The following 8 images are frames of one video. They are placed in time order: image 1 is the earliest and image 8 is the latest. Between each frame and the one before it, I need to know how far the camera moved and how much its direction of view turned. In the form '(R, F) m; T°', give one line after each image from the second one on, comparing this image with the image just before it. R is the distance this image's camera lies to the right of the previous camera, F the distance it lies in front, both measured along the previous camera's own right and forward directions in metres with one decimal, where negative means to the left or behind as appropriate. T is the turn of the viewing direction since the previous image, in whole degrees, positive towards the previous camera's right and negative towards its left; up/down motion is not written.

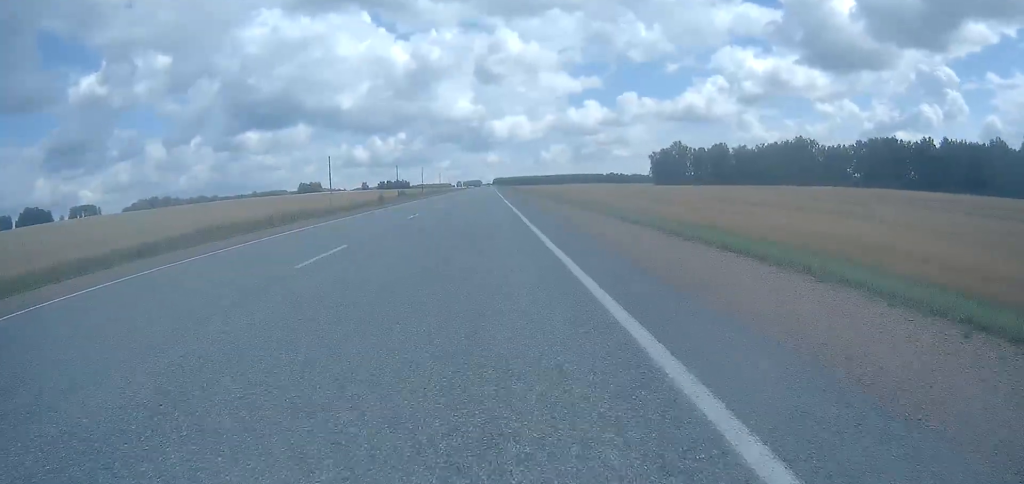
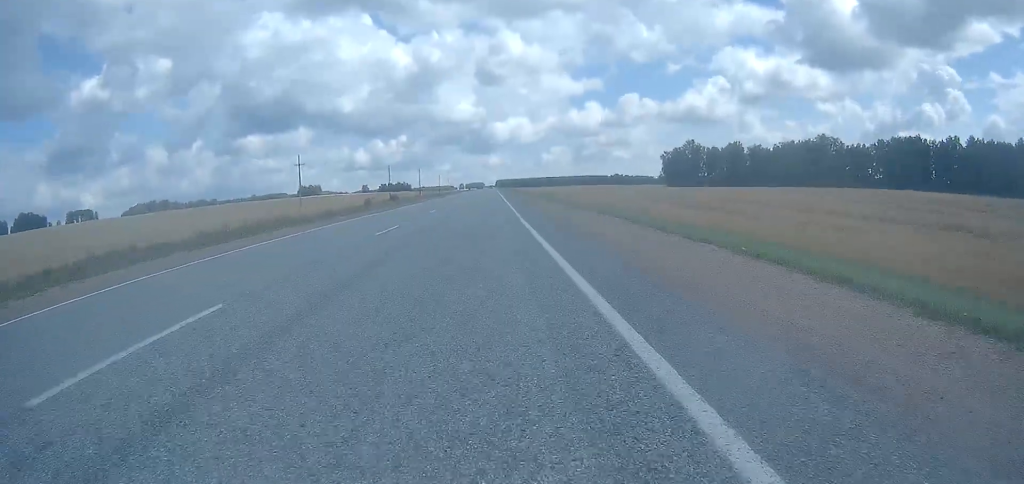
(0.0, +16.9) m; 0°
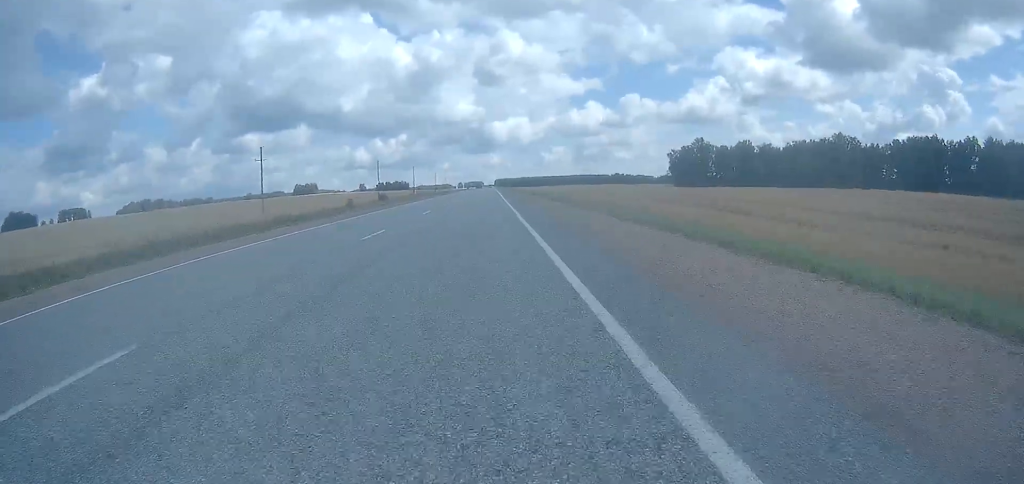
(0.0, +13.4) m; 0°
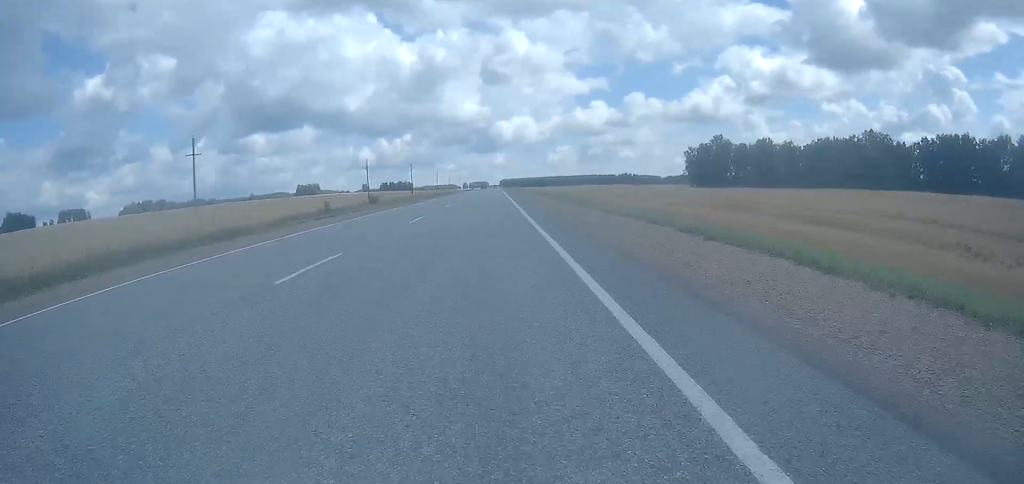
(0.0, +17.6) m; 0°
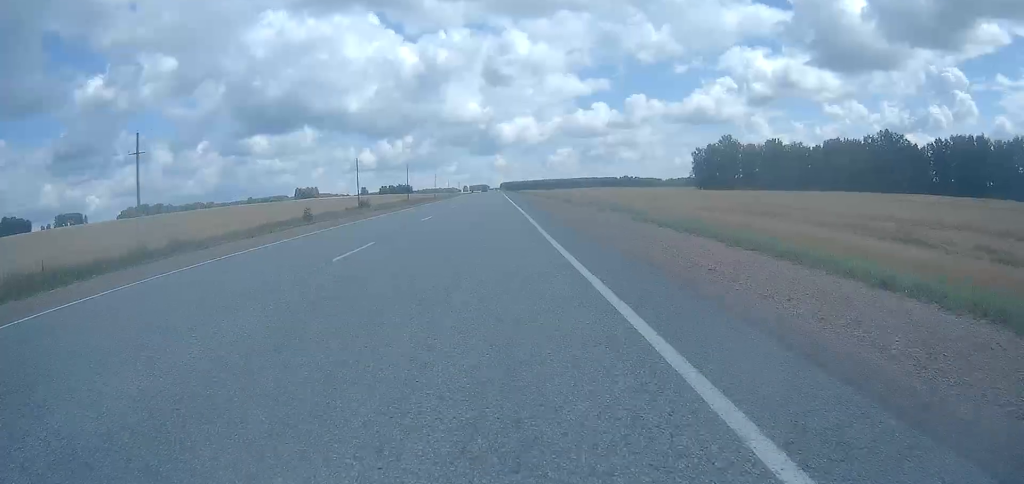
(0.0, +9.2) m; 0°
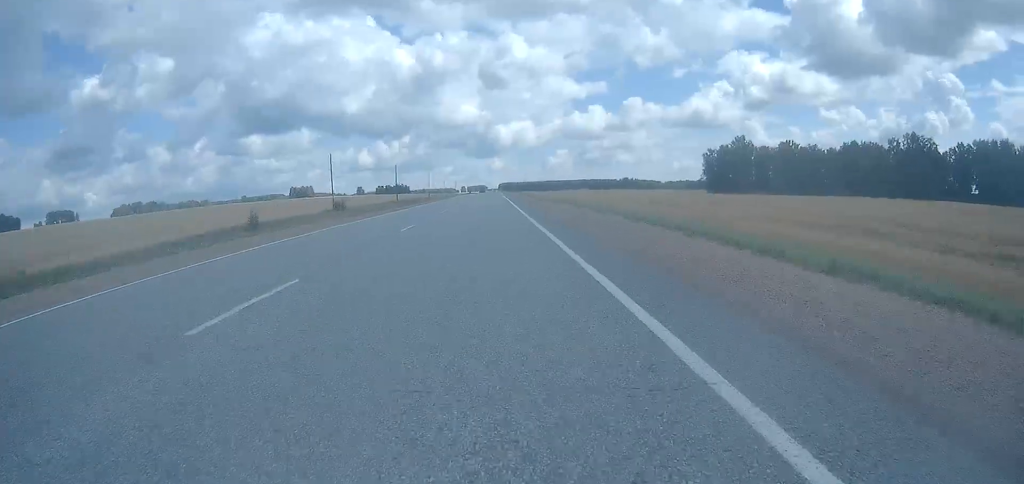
(0.0, +16.8) m; 0°
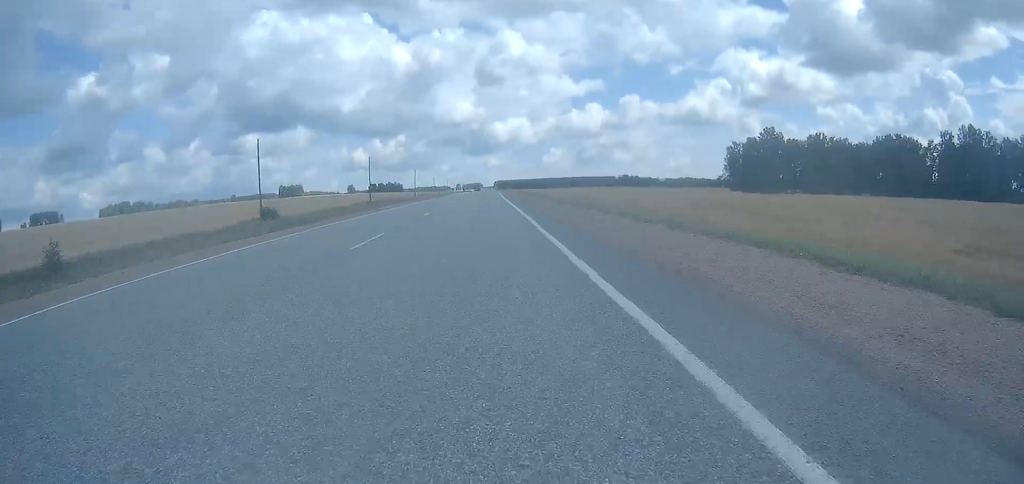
(+0.1, +28.4) m; 0°
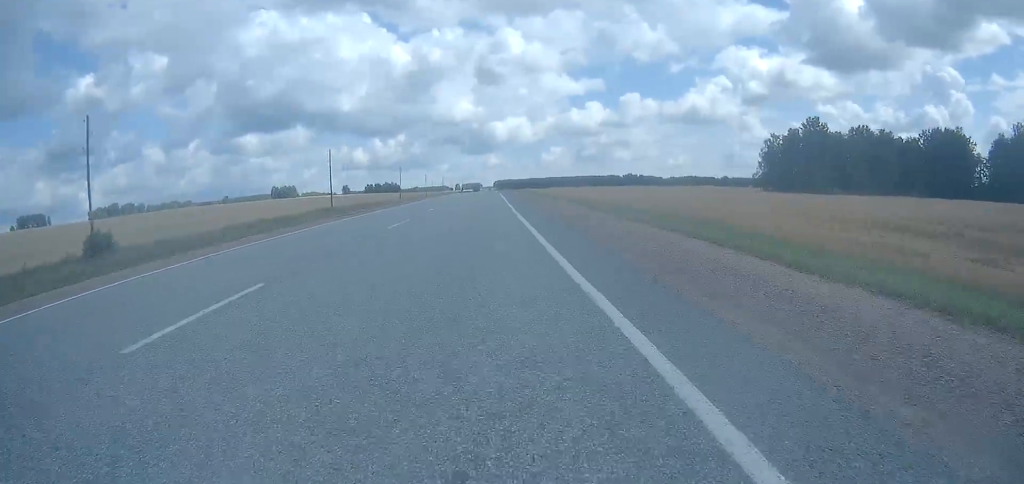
(-0.2, +31.4) m; 0°
